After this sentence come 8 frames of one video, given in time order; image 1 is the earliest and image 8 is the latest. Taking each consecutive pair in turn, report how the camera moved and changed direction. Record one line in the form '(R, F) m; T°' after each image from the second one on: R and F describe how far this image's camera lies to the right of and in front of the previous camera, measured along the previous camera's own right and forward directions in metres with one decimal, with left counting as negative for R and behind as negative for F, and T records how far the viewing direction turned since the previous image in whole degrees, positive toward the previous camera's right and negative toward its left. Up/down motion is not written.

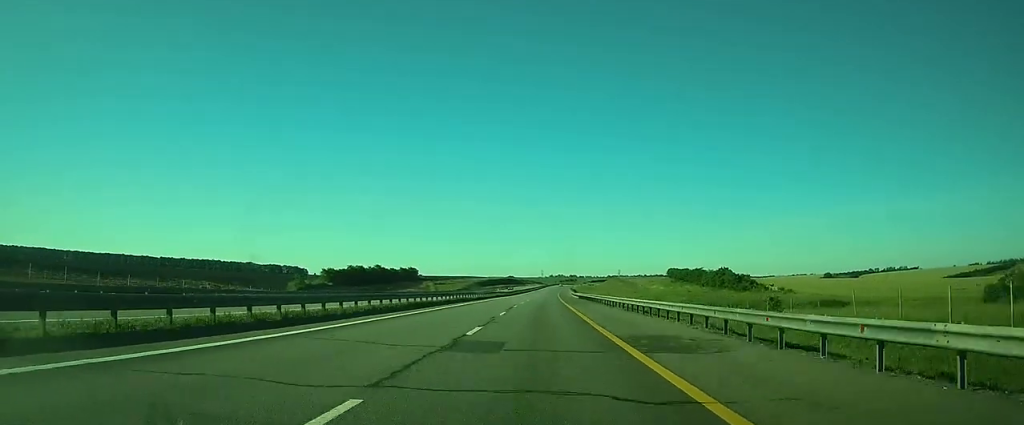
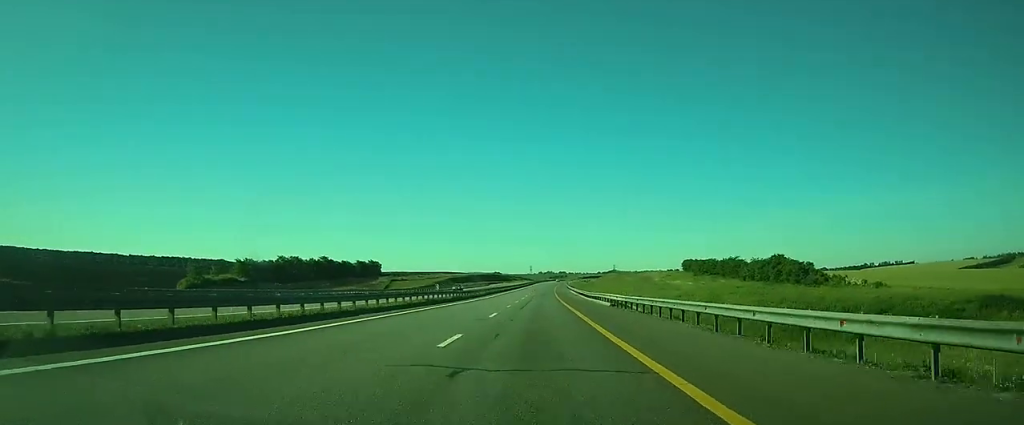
(+0.5, +51.3) m; +1°
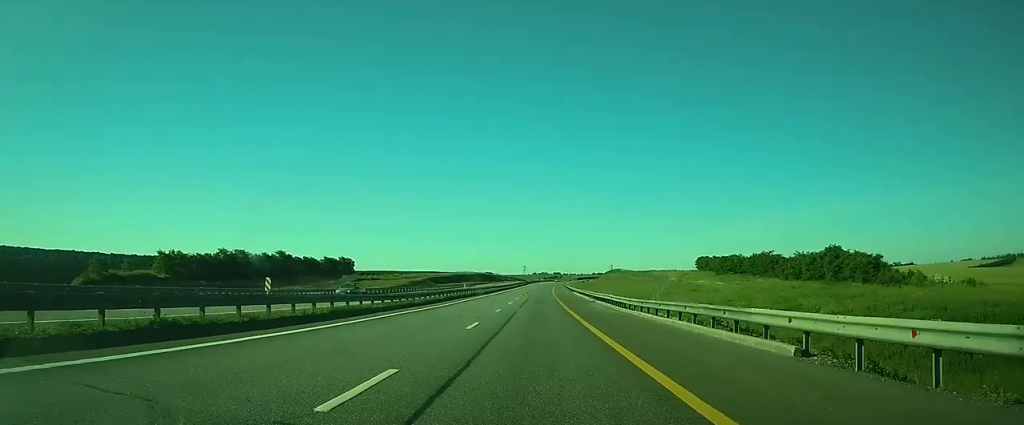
(0.0, +30.2) m; 0°
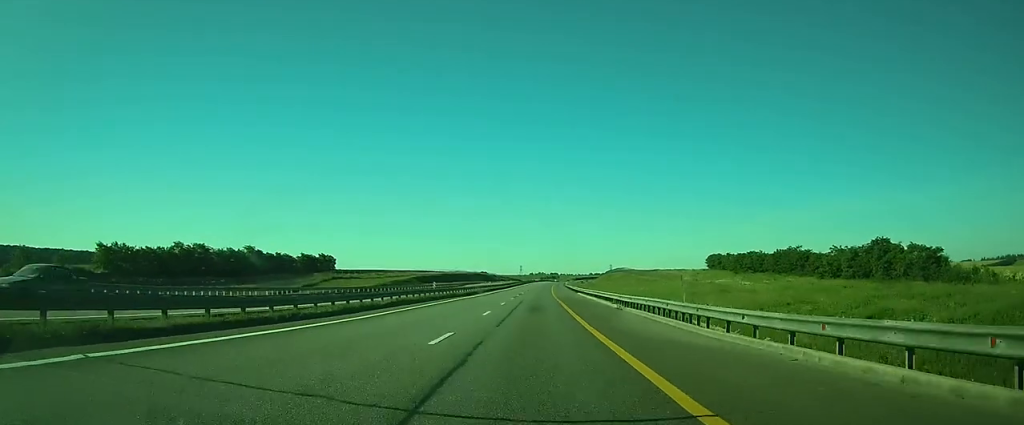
(0.0, +17.6) m; 0°
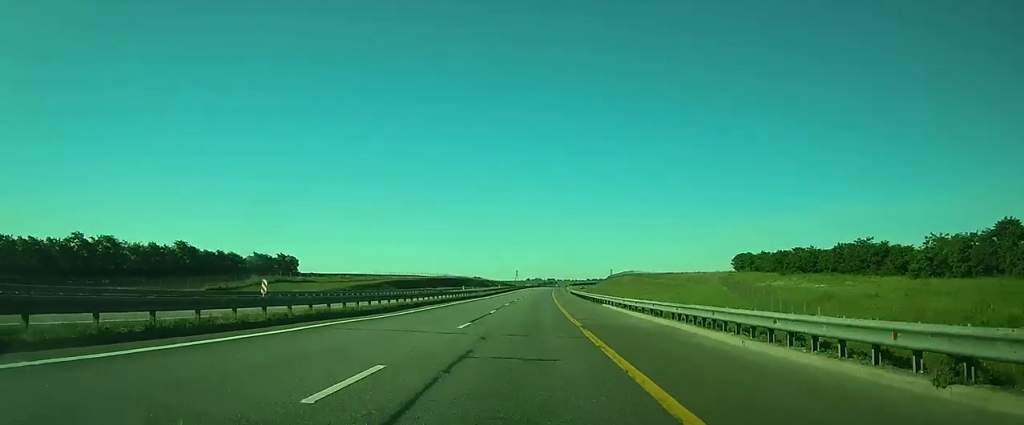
(+0.2, +30.3) m; +1°
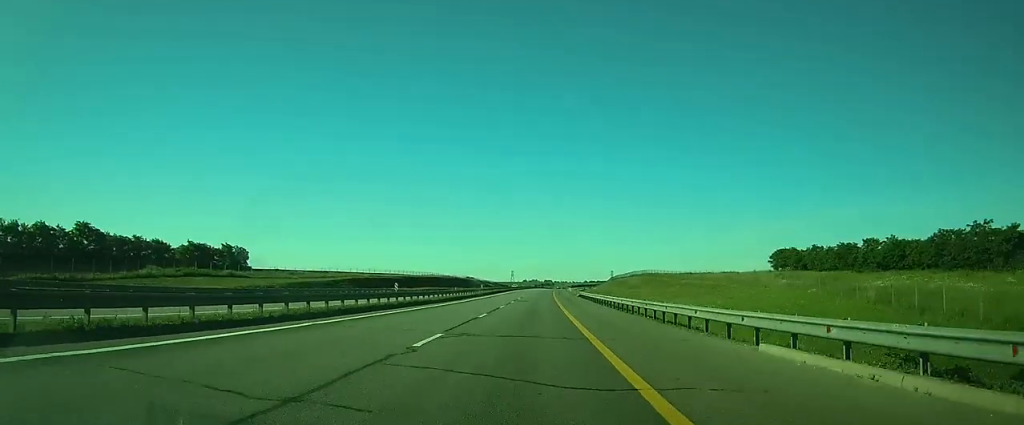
(+0.2, +30.3) m; +1°
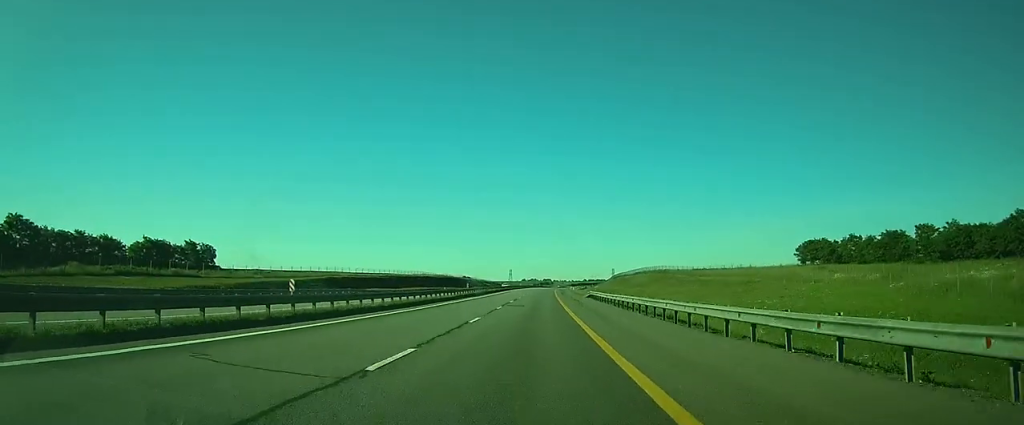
(0.0, +15.6) m; 0°
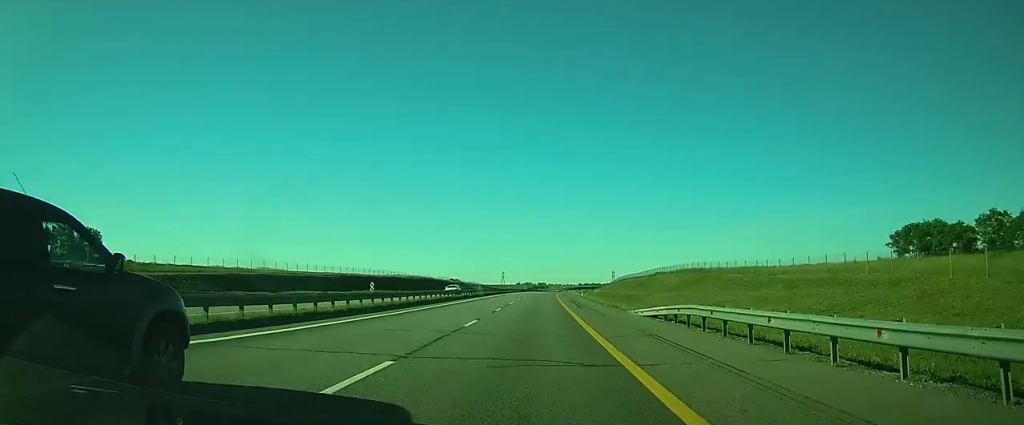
(+0.1, +37.9) m; 0°
